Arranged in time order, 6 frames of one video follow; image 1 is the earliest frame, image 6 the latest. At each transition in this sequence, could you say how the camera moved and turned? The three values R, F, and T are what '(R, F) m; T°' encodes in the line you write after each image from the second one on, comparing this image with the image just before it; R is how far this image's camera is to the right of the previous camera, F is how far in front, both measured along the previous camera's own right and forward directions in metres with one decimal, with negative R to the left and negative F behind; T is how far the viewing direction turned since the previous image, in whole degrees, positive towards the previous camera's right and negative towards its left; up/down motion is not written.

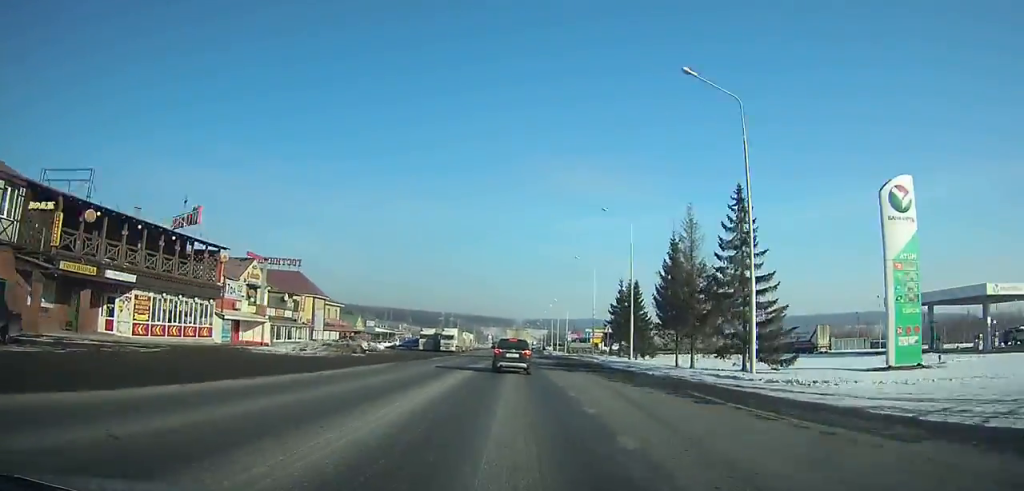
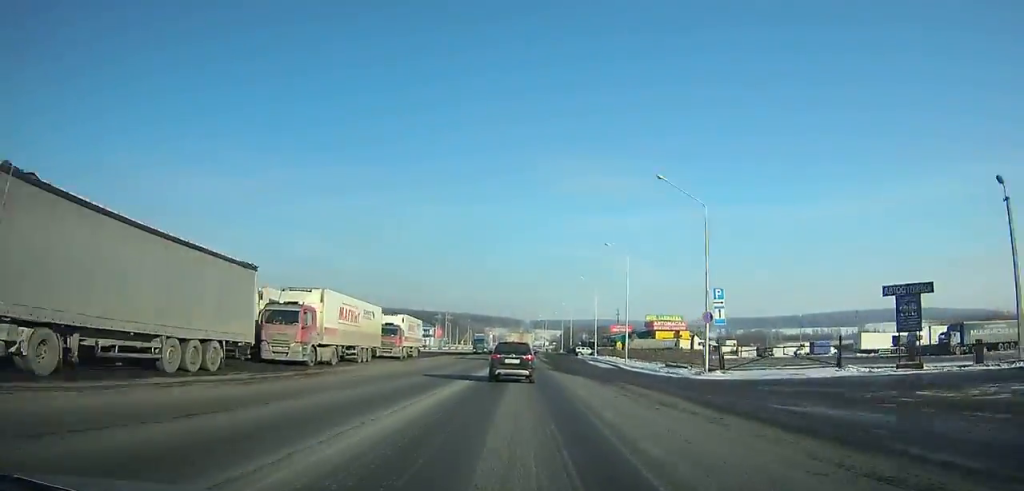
(-0.4, +90.0) m; 0°
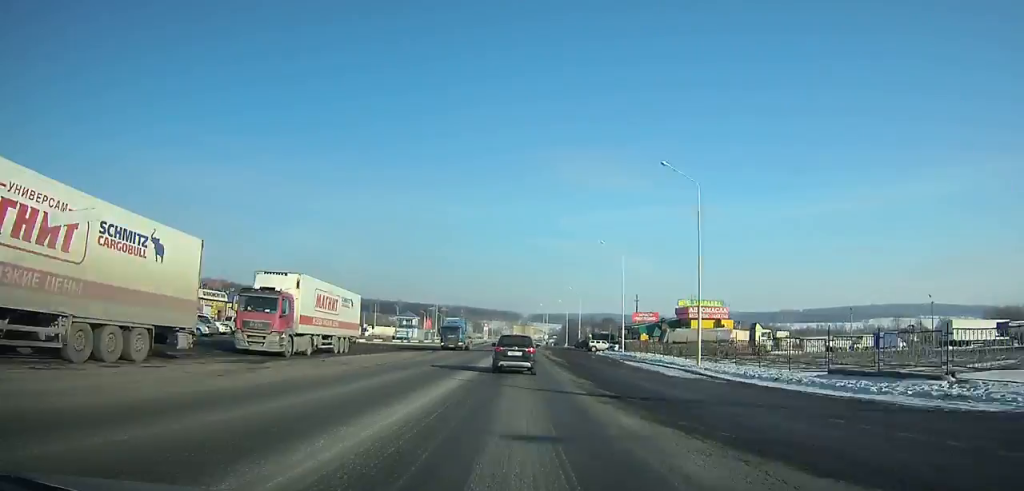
(0.0, +26.0) m; 0°
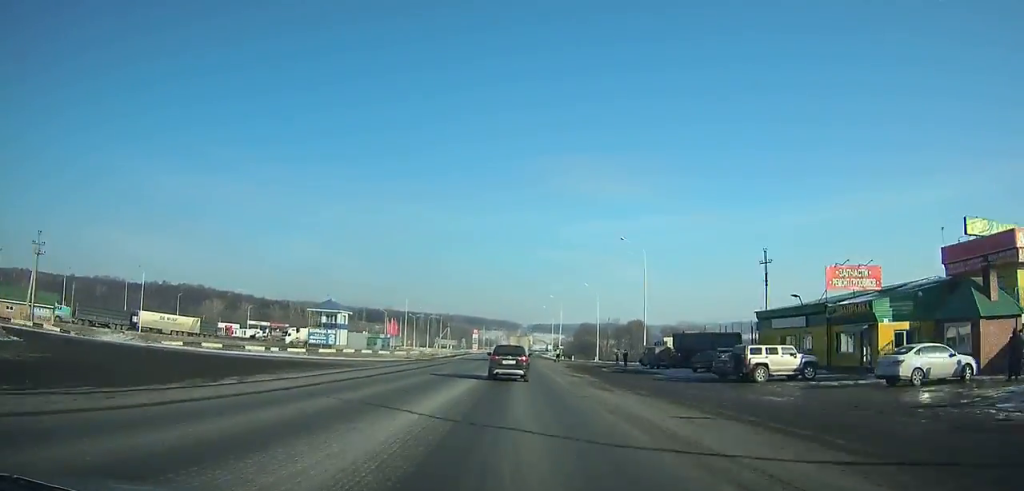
(+0.1, +58.8) m; 0°
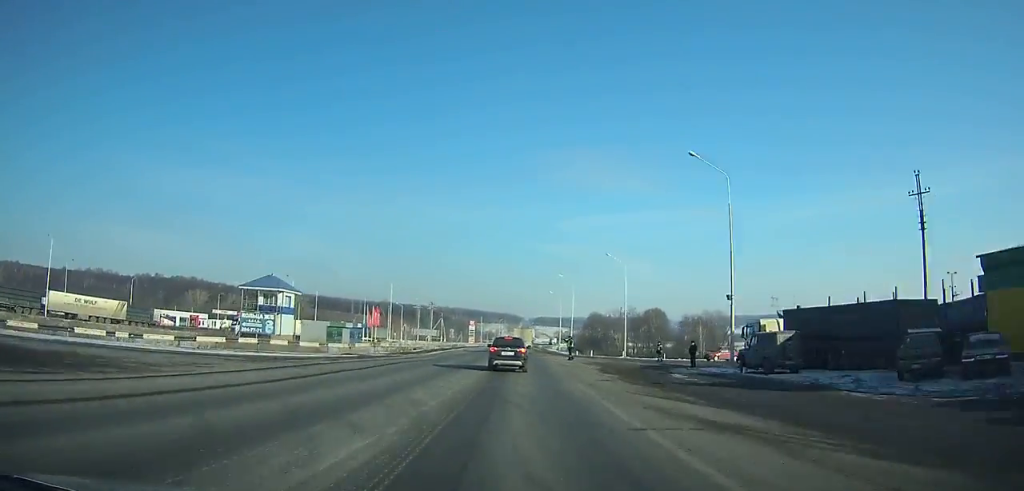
(-0.1, +18.8) m; 0°
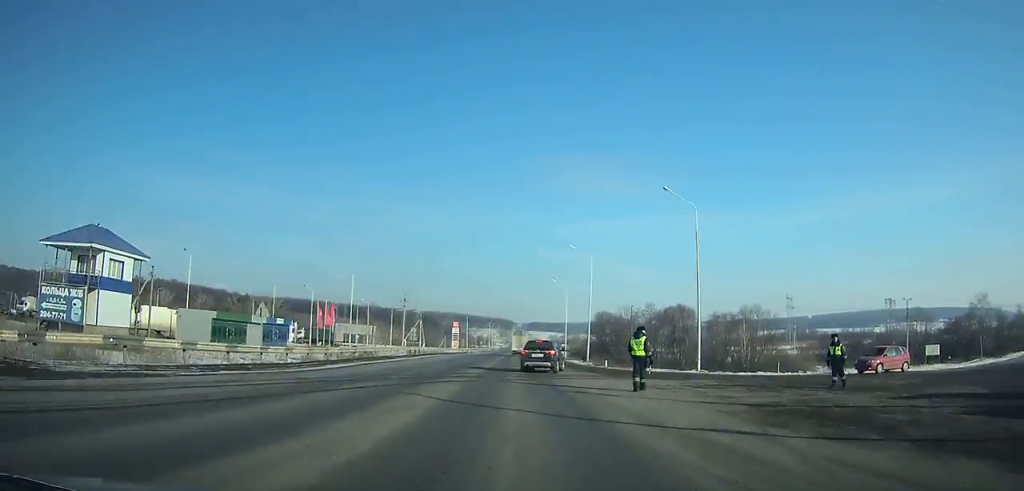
(+0.1, +31.8) m; 0°
